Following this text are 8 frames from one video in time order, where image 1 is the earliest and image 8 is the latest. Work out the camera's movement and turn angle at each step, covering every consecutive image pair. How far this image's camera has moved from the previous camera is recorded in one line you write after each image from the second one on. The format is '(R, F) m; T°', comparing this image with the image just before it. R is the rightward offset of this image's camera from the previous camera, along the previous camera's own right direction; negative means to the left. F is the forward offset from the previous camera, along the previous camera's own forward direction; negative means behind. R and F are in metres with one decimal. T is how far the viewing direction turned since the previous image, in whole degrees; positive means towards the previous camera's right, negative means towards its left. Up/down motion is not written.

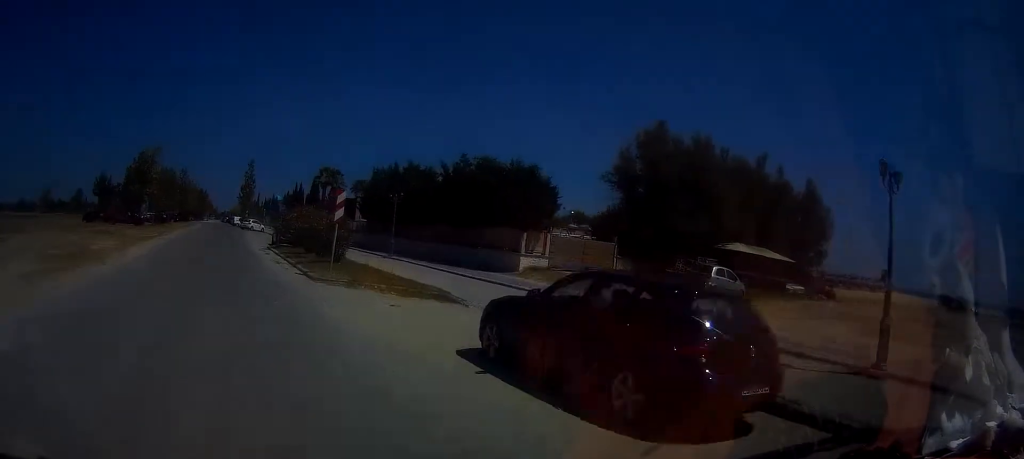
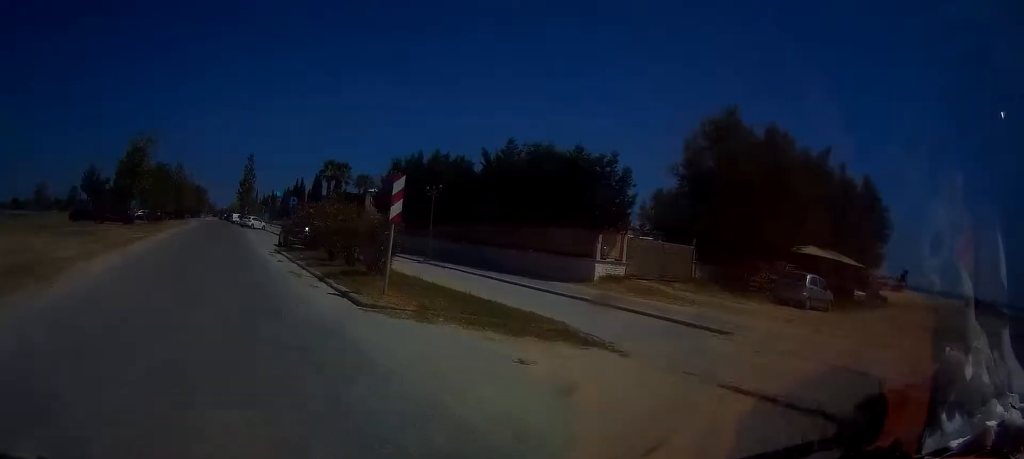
(0.0, +5.3) m; 0°
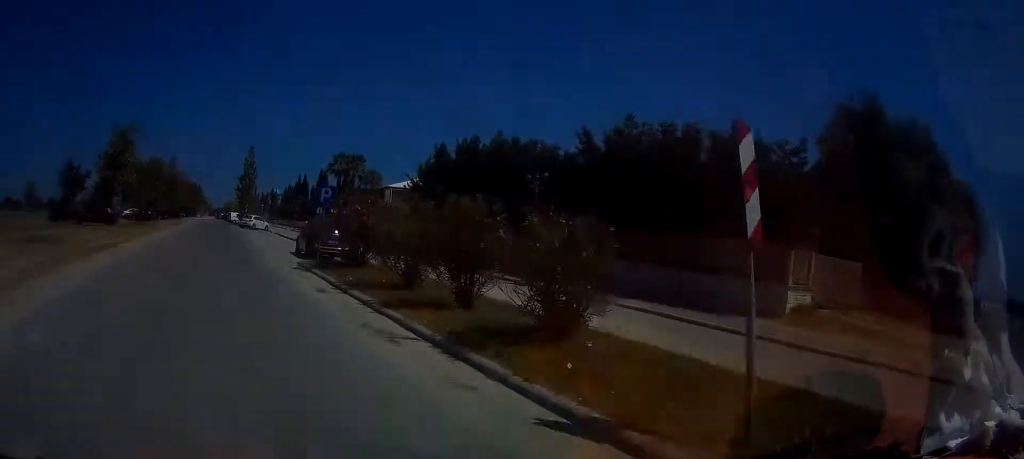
(-0.1, +8.1) m; 0°
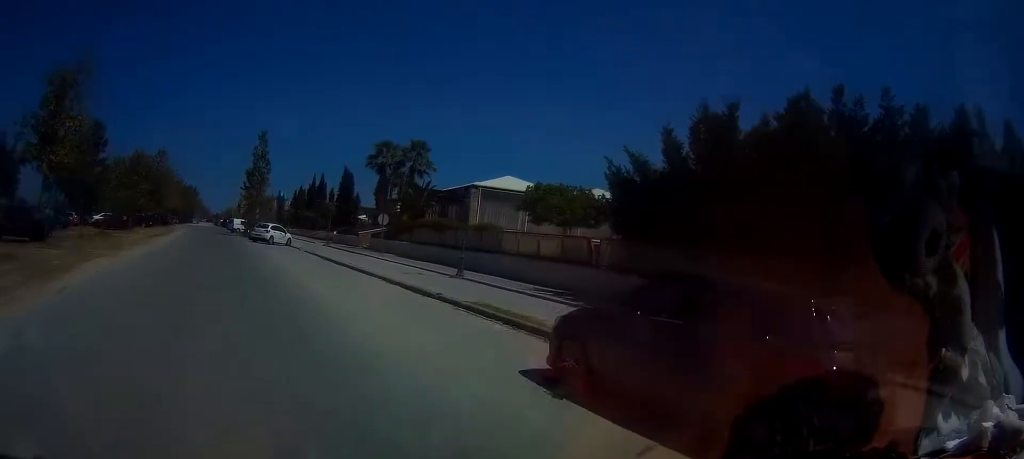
(+0.1, +19.0) m; 0°
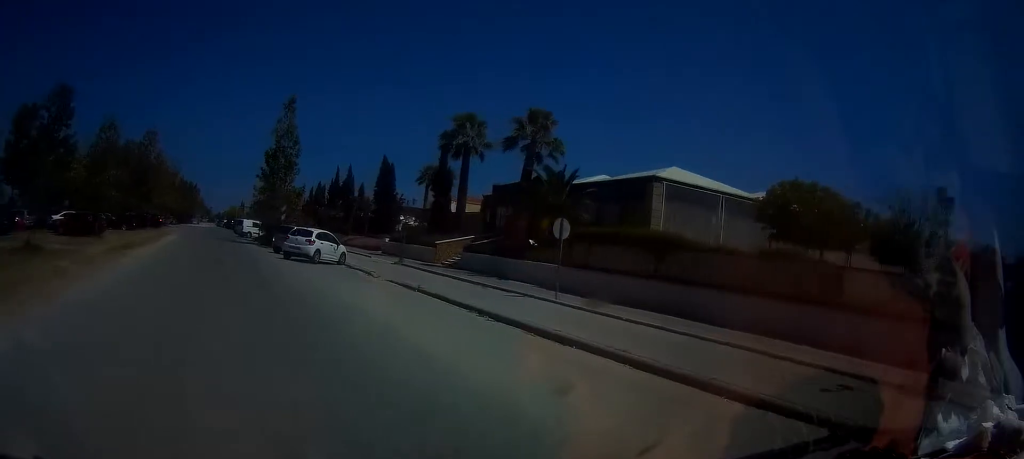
(-0.2, +16.9) m; -1°
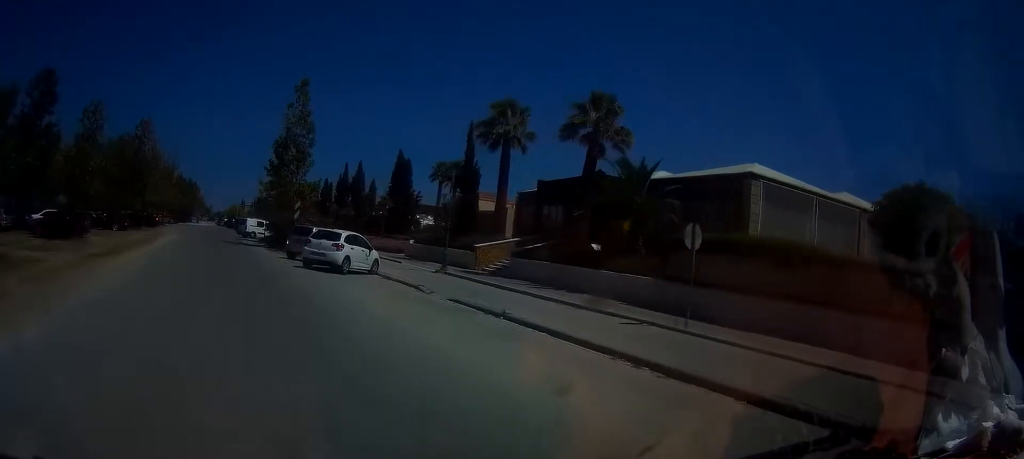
(-0.1, +5.4) m; 0°
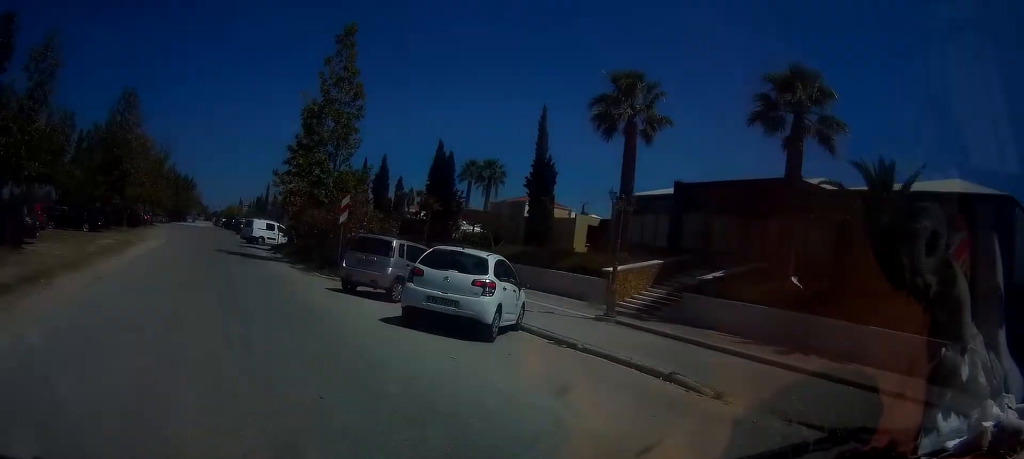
(+0.1, +11.0) m; +1°
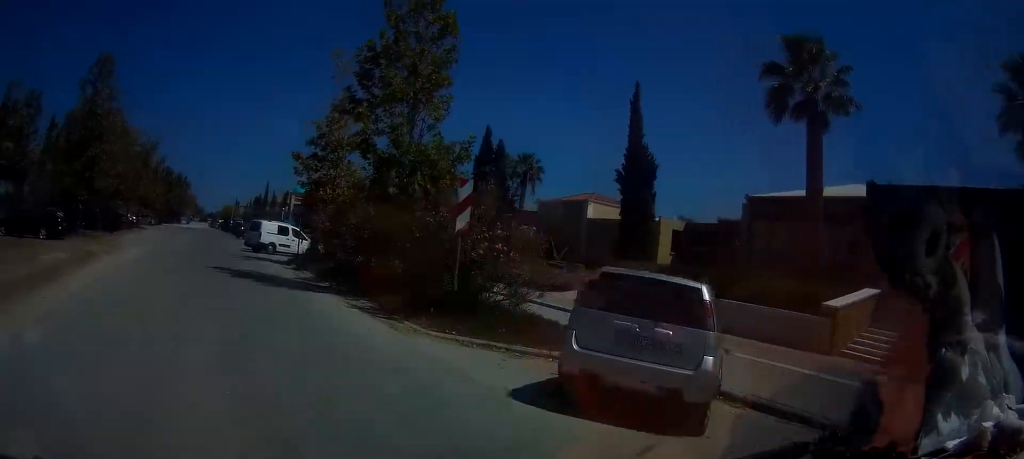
(+0.1, +9.5) m; 0°
